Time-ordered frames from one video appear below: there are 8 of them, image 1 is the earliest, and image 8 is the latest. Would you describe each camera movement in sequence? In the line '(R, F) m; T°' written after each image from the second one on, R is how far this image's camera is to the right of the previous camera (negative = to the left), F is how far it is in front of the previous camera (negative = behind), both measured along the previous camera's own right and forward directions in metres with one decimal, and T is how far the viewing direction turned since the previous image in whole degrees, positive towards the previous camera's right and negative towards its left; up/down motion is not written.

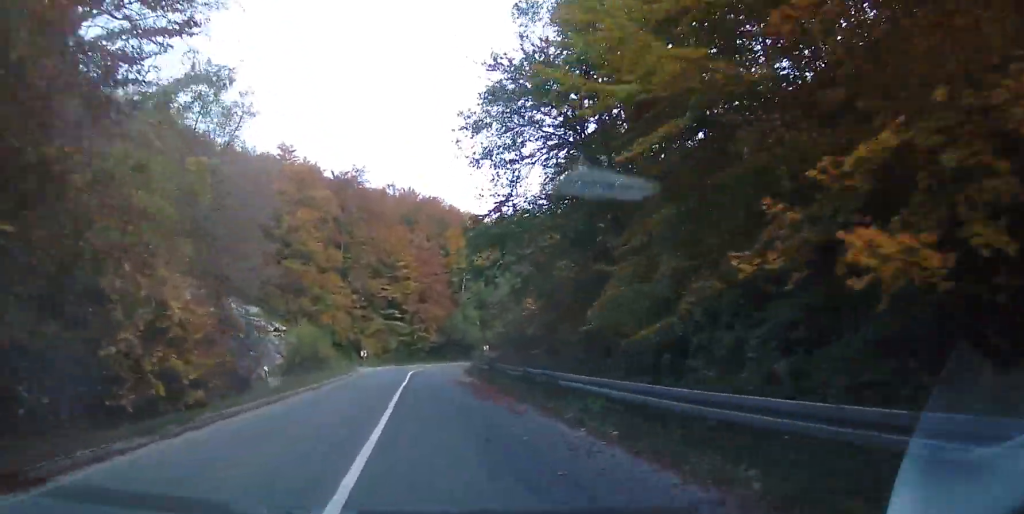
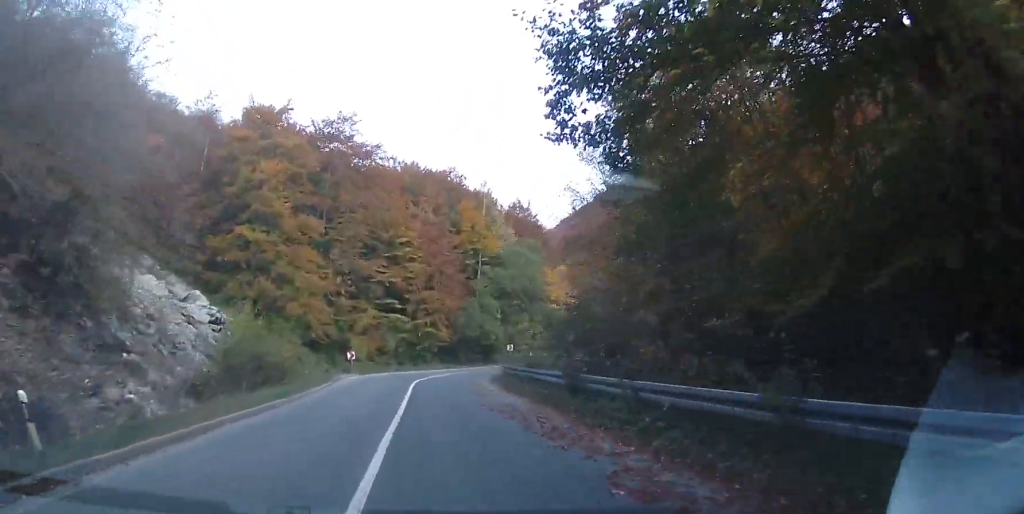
(+0.2, +14.2) m; +2°
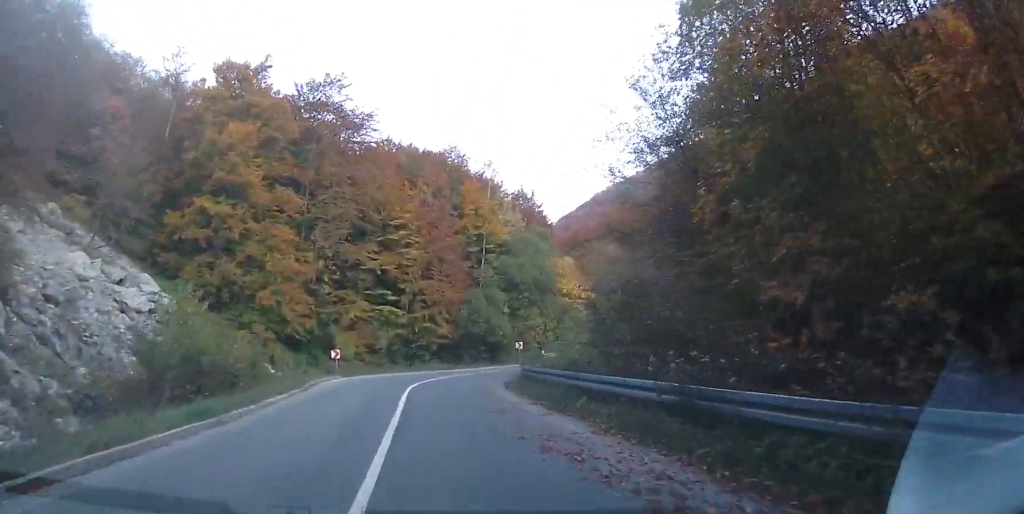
(+0.1, +6.7) m; +2°
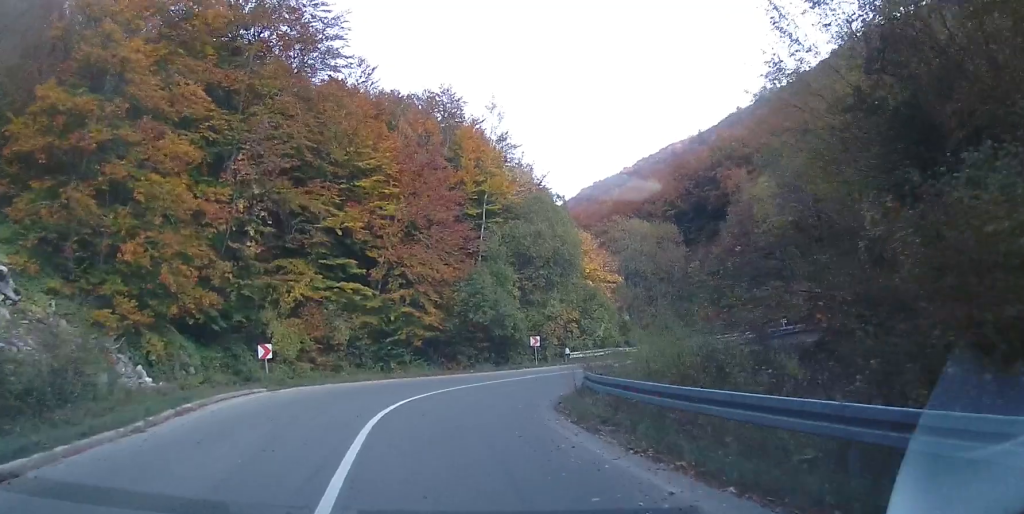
(+0.2, +13.3) m; +1°
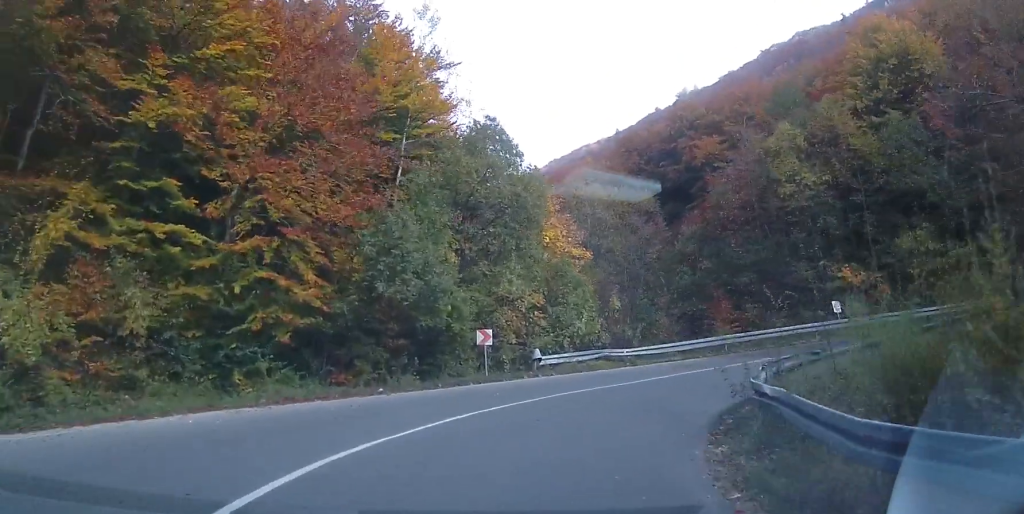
(+1.2, +14.4) m; +21°
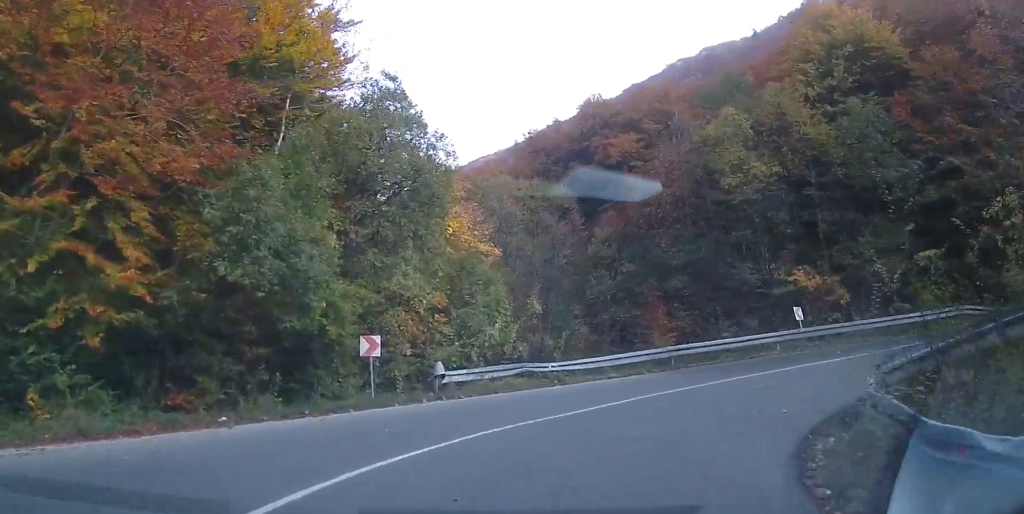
(+0.4, +5.7) m; +20°
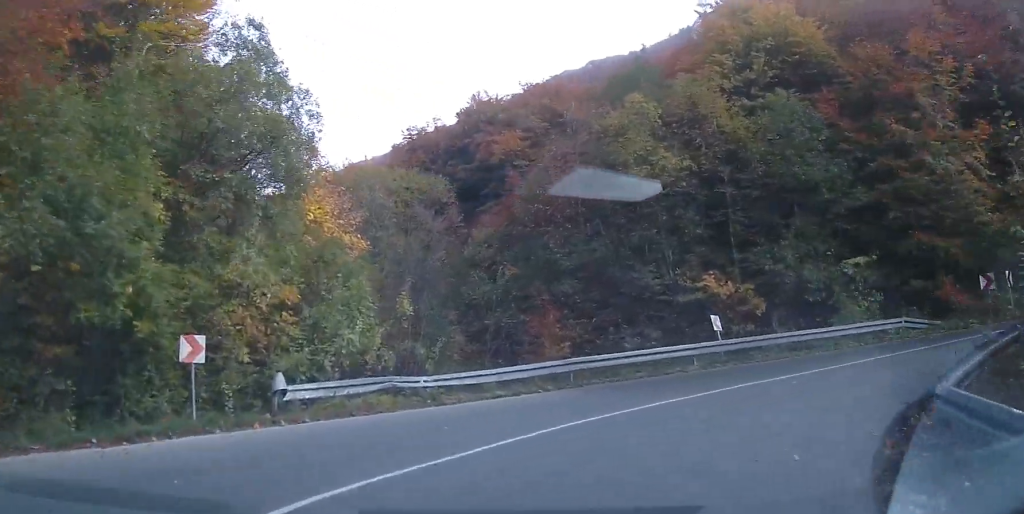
(+1.3, +3.1) m; +14°
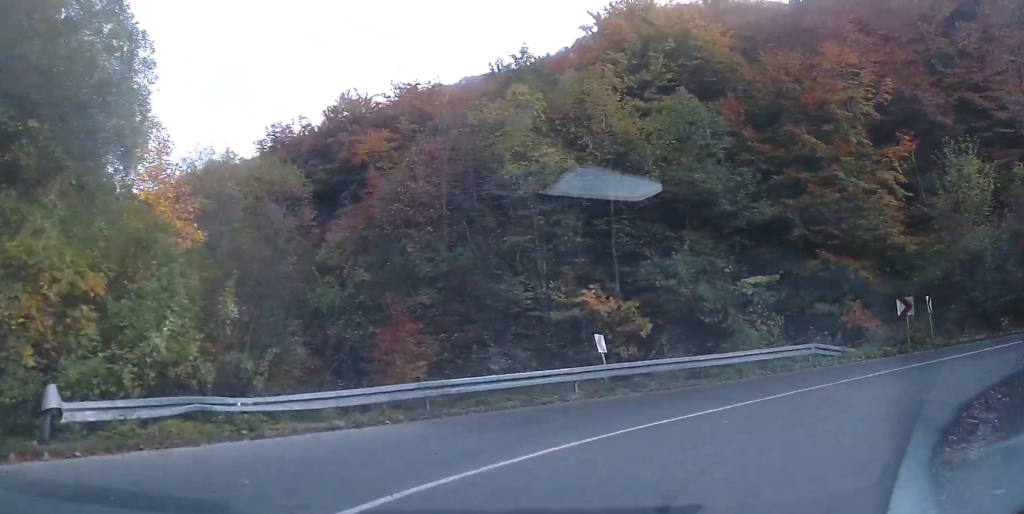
(+0.5, +3.1) m; +13°
